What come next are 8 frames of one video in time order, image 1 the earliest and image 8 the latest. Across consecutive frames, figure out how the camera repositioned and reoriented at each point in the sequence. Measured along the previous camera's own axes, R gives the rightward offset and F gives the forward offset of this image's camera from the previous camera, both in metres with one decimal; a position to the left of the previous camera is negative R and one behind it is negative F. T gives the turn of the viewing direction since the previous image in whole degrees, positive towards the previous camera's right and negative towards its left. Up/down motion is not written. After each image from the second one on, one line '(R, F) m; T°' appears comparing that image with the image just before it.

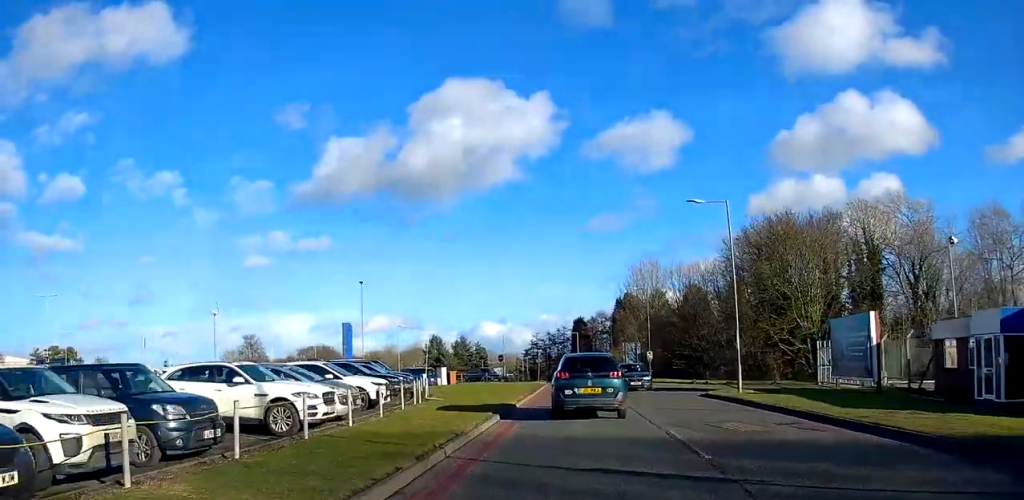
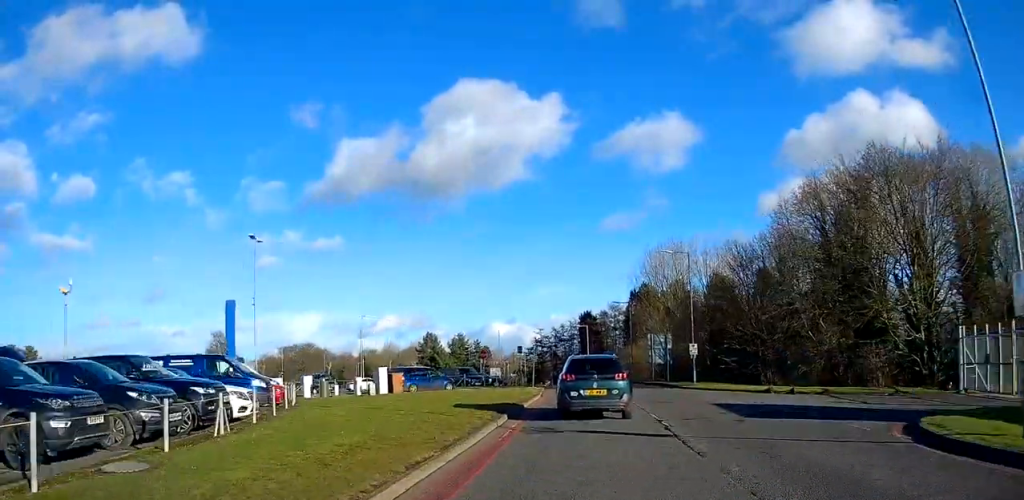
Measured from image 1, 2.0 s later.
(+0.1, +18.8) m; 0°
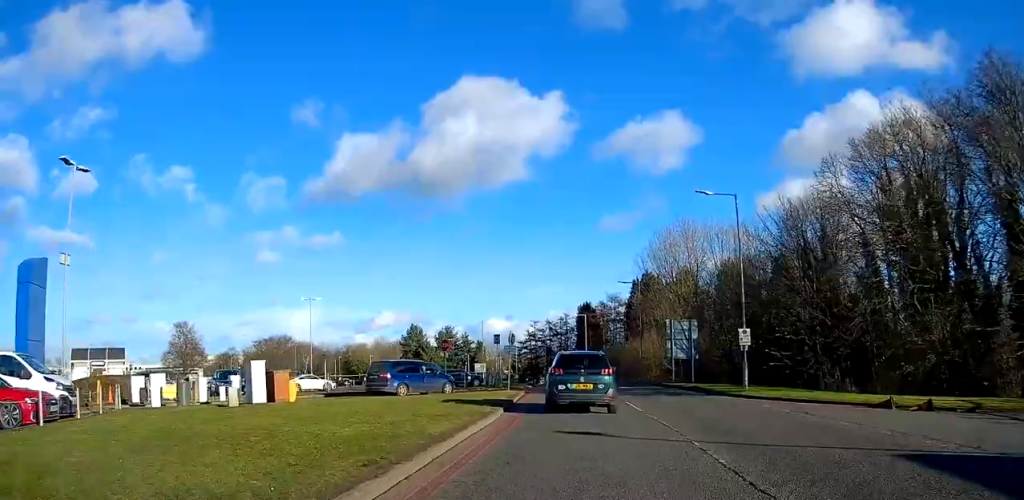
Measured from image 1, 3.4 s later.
(0.0, +13.4) m; 0°
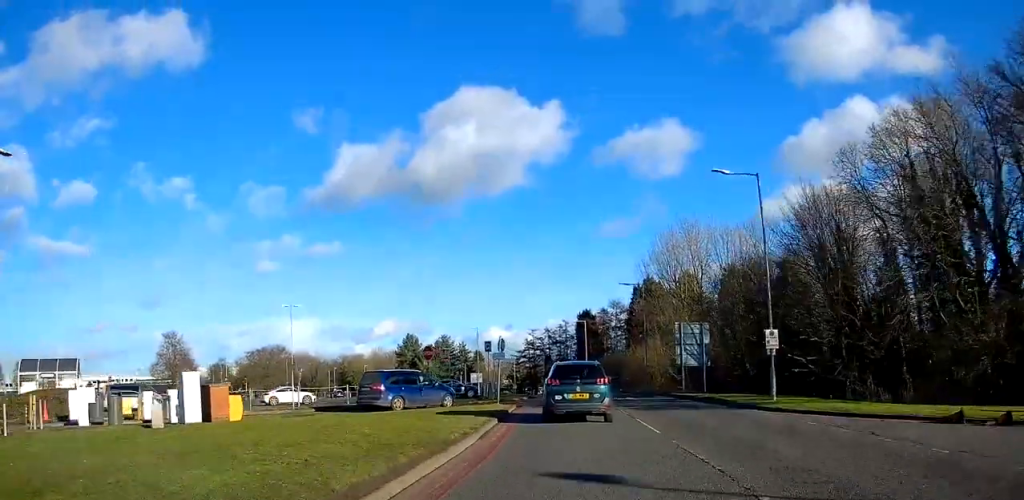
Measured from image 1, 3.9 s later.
(0.0, +4.0) m; 0°
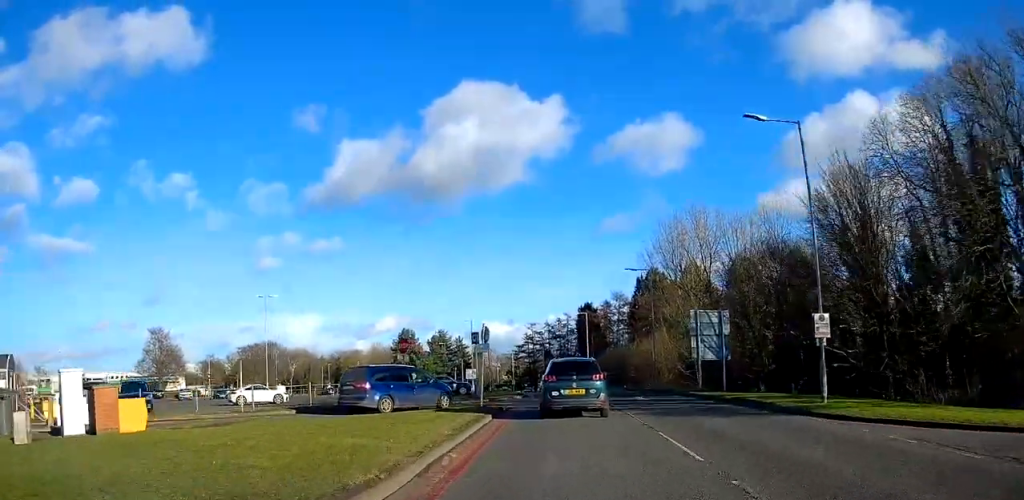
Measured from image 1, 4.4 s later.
(0.0, +4.9) m; 0°
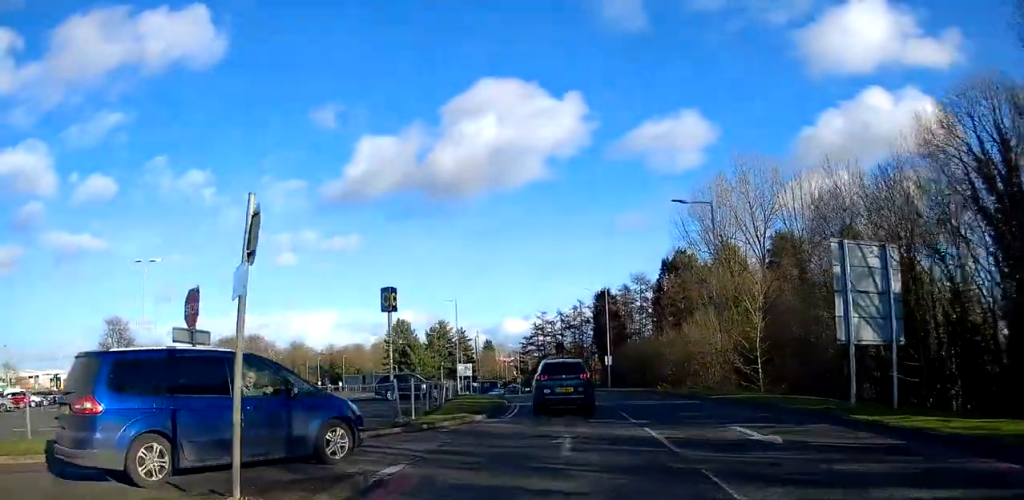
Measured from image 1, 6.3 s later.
(-0.4, +17.4) m; -3°
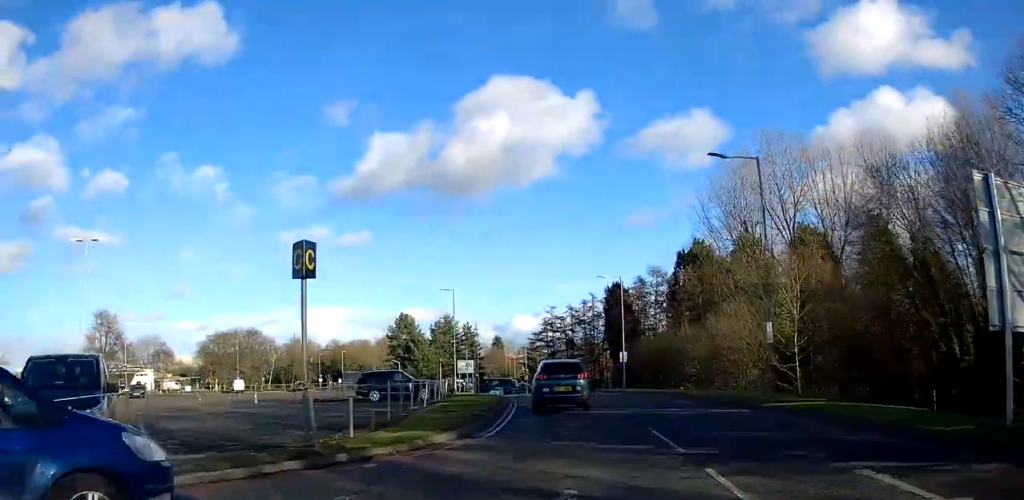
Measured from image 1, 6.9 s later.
(-0.3, +6.0) m; 0°
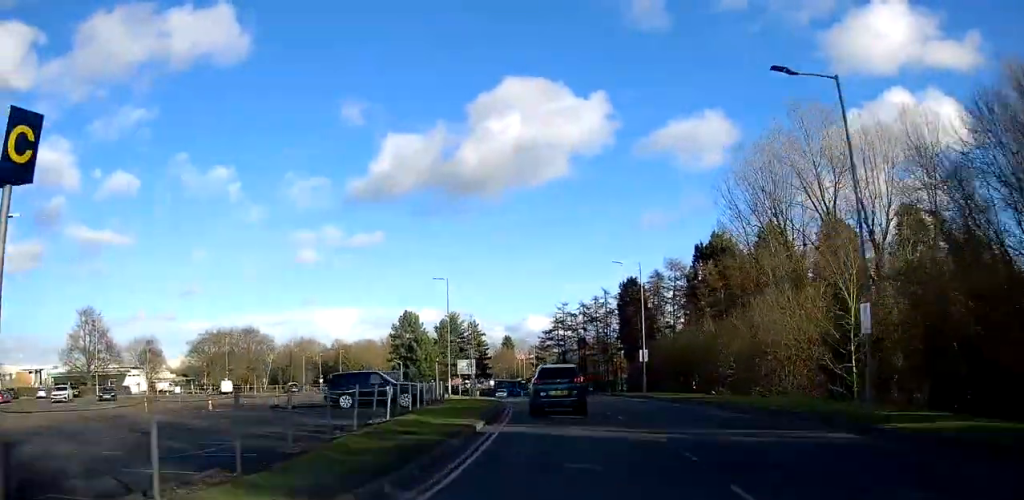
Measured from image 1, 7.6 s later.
(+0.4, +6.8) m; 0°
